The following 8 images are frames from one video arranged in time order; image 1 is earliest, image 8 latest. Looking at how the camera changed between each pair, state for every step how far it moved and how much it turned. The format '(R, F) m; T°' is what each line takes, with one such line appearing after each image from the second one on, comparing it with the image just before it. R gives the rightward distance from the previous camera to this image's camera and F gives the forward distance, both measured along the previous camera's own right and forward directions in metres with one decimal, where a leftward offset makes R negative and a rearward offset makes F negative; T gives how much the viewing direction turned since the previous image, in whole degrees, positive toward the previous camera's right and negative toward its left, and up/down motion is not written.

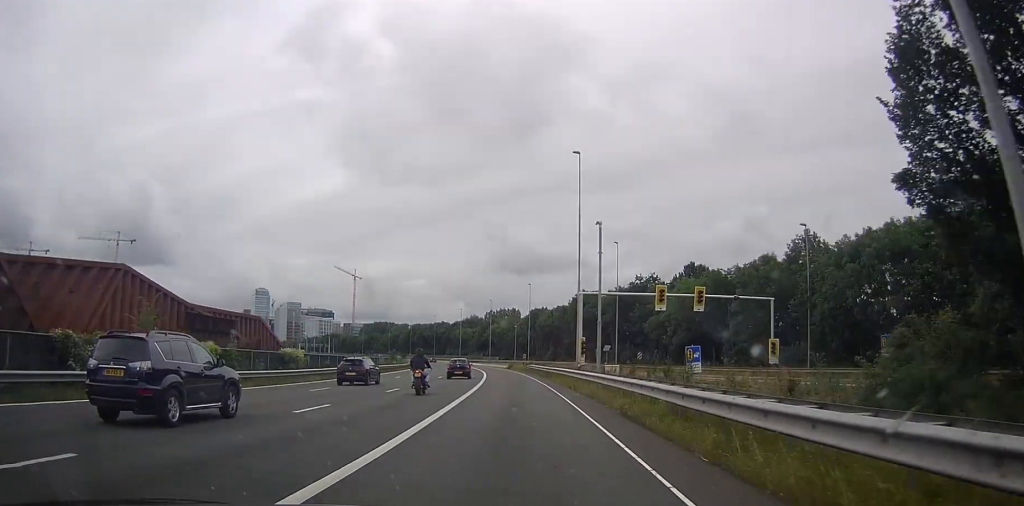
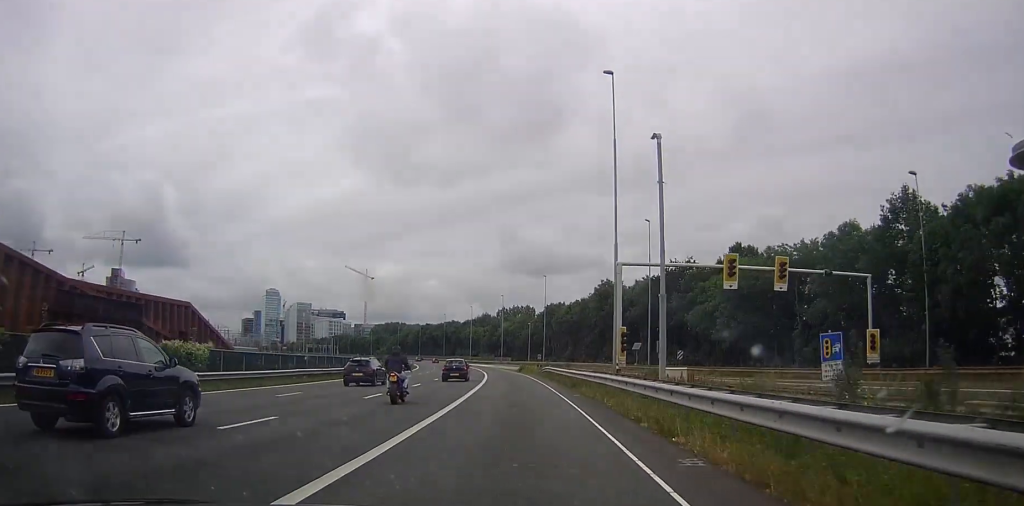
(-0.1, +16.5) m; -1°
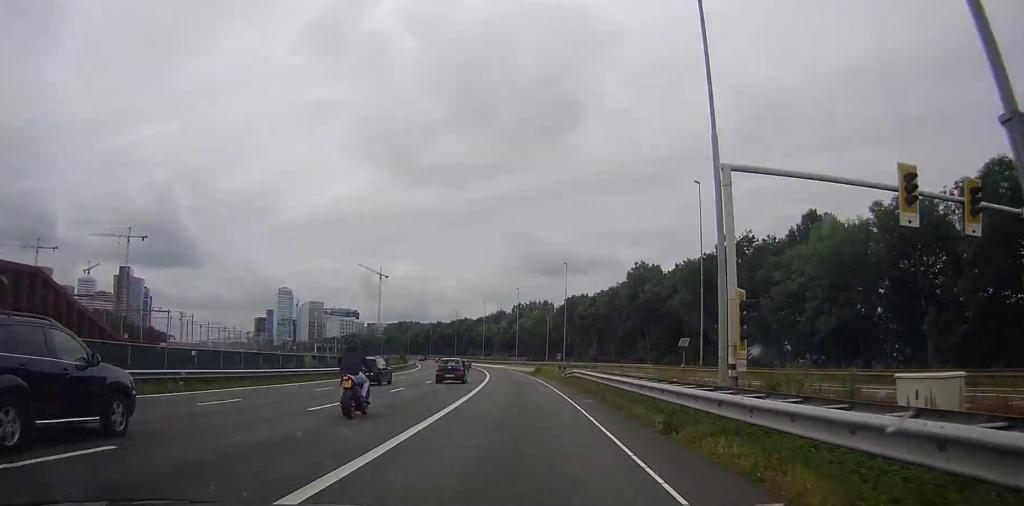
(-0.3, +18.9) m; -1°
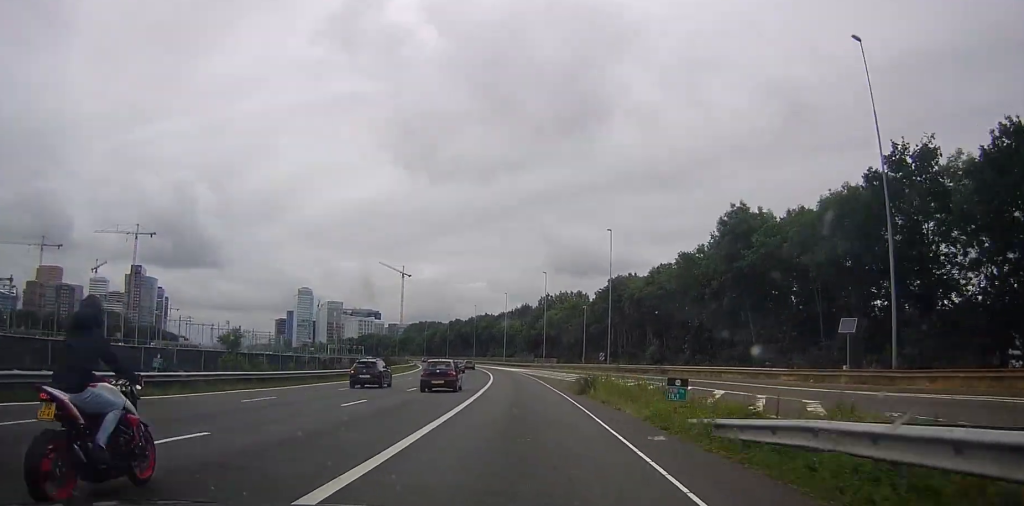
(-0.7, +33.0) m; -3°
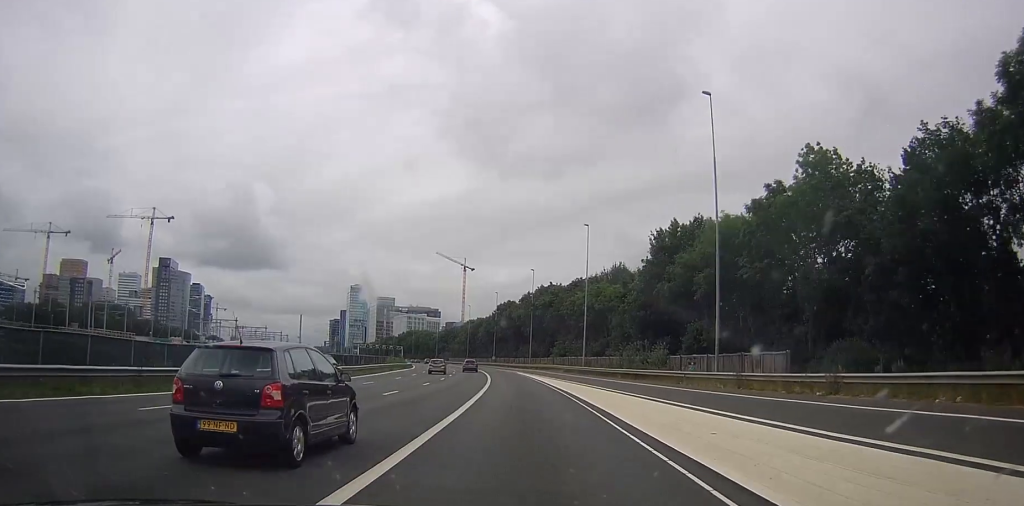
(-9.3, +89.1) m; -12°
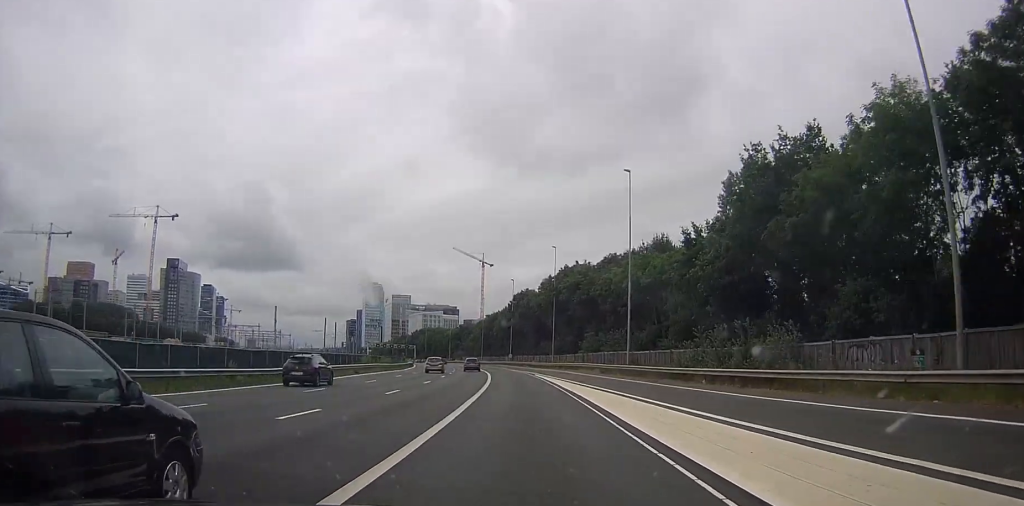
(-0.2, +23.7) m; -1°
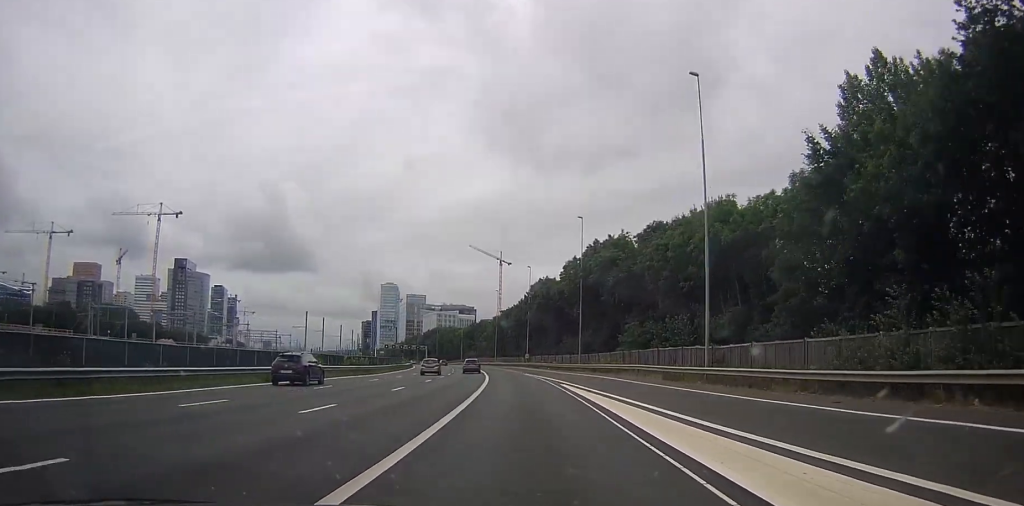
(0.0, +22.5) m; 0°
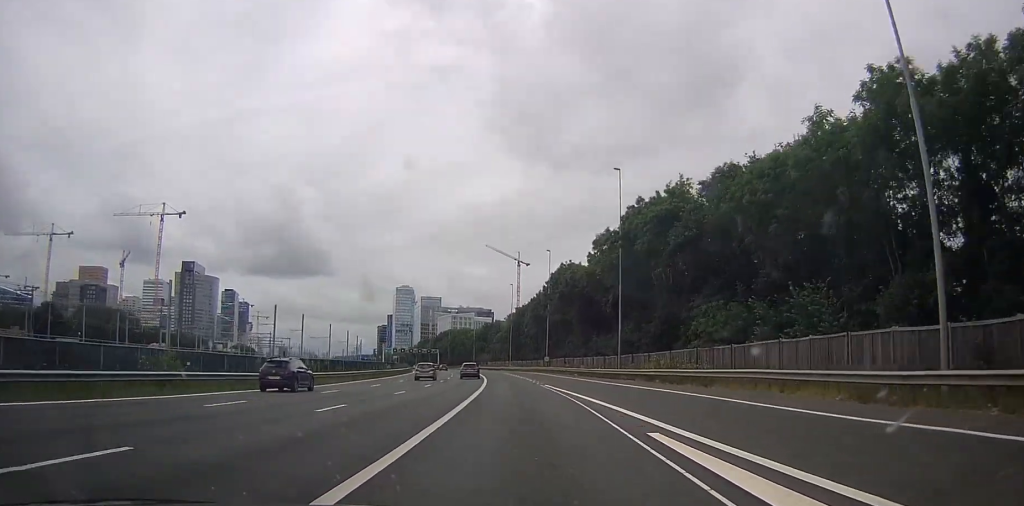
(0.0, +22.5) m; 0°
